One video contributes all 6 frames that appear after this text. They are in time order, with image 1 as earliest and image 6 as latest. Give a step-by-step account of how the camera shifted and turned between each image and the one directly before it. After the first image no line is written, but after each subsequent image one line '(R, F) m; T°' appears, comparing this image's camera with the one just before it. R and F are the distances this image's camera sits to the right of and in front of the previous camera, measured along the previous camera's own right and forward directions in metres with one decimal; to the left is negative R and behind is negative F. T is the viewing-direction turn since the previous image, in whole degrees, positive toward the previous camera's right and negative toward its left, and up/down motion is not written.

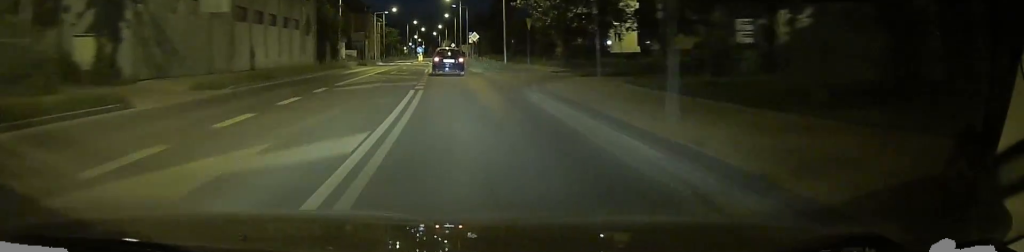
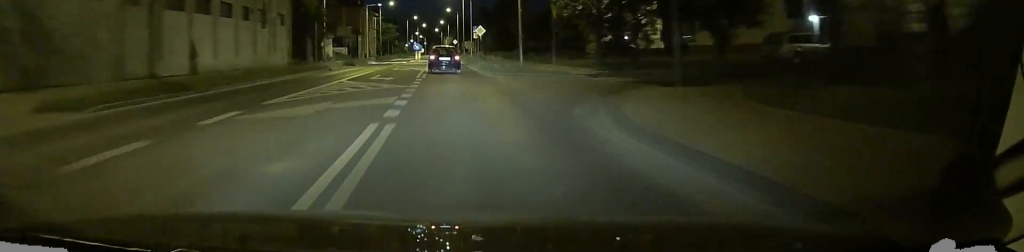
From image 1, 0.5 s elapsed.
(0.0, +8.1) m; 0°
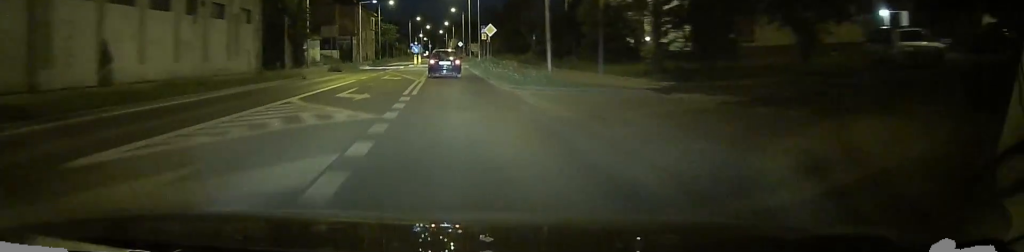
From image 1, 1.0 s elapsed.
(0.0, +7.5) m; 0°
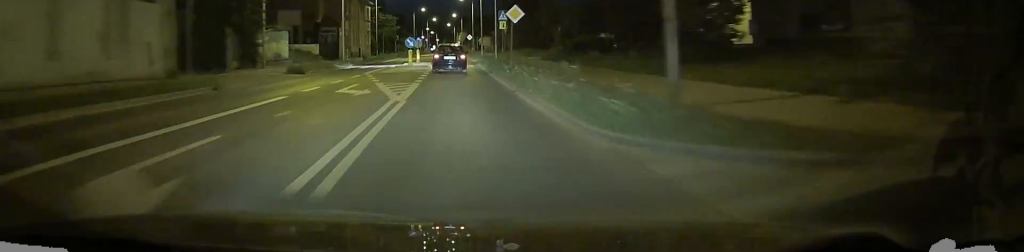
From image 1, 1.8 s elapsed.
(0.0, +12.0) m; -1°
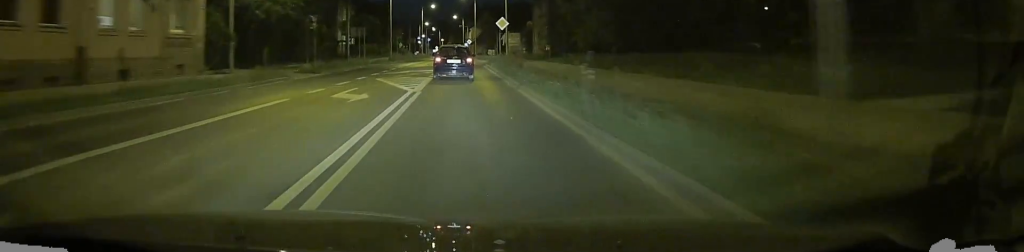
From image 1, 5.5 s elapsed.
(-0.6, +53.8) m; 0°
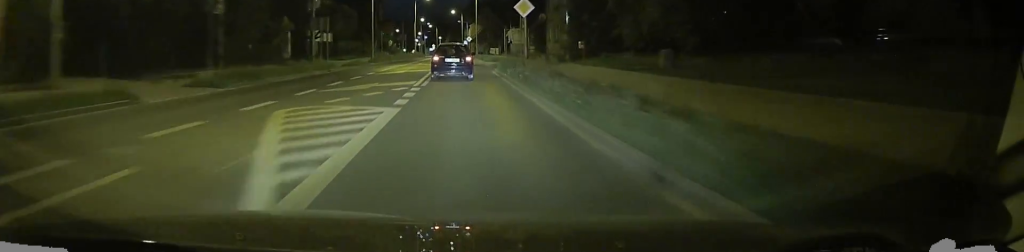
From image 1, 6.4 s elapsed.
(-0.2, +13.4) m; -1°
